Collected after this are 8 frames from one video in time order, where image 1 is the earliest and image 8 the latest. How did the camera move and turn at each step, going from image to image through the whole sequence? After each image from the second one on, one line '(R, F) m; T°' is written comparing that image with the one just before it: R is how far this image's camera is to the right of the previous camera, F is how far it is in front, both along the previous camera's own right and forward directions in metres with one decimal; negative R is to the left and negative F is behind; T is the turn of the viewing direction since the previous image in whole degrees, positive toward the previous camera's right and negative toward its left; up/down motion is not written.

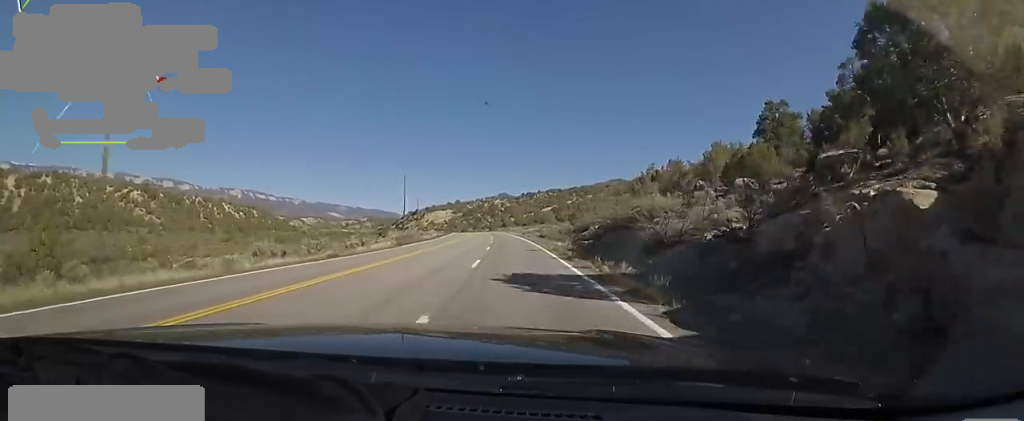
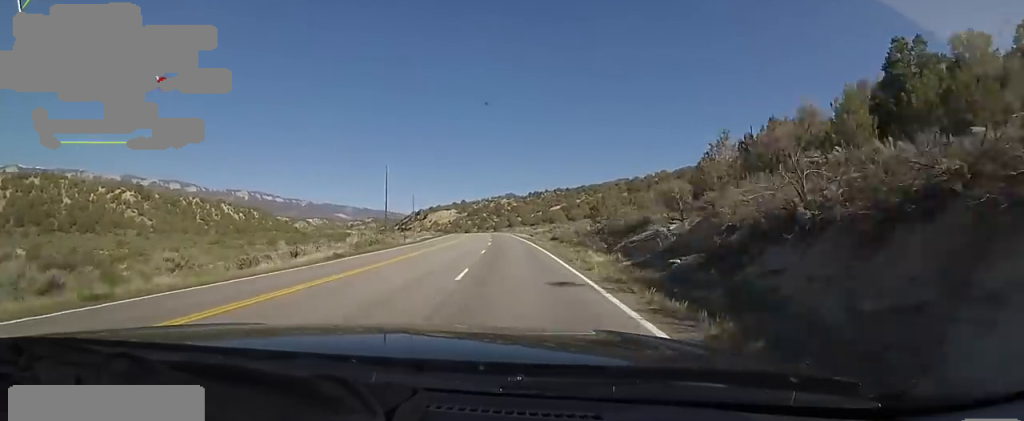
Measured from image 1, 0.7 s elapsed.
(-0.5, +16.1) m; -1°
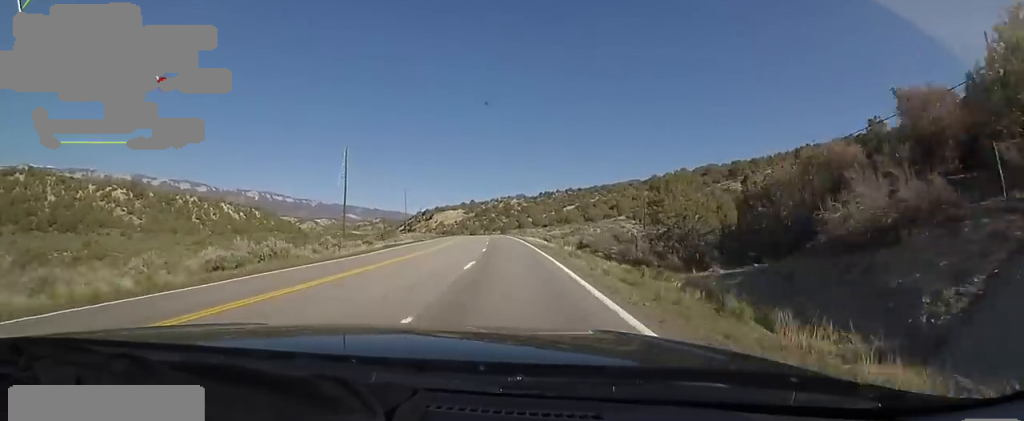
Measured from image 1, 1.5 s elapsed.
(-0.3, +20.9) m; -2°
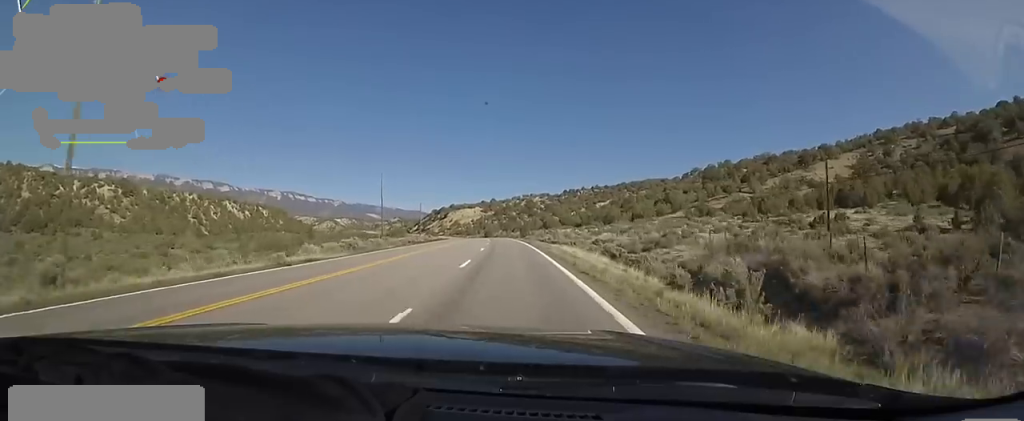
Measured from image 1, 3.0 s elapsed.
(-1.3, +36.2) m; -1°
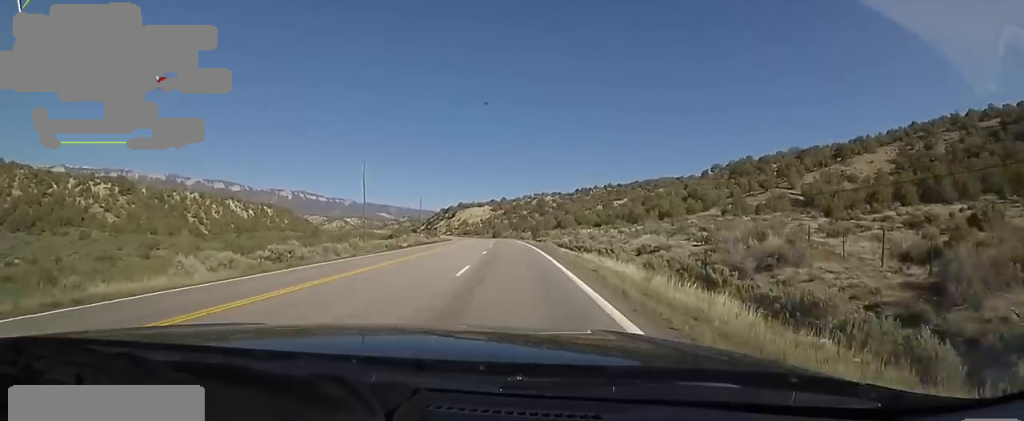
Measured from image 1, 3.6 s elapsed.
(+0.5, +14.6) m; -1°
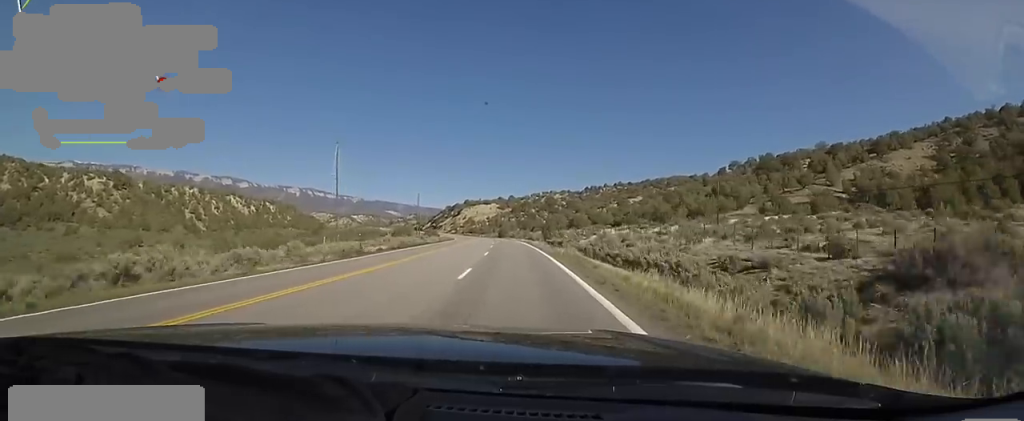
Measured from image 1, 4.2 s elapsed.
(+0.5, +13.0) m; -1°
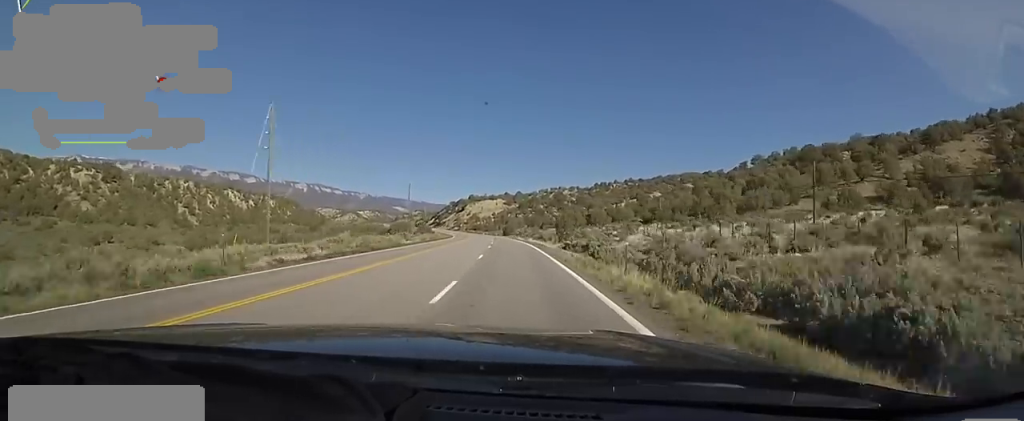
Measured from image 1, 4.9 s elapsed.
(-1.2, +17.1) m; -3°
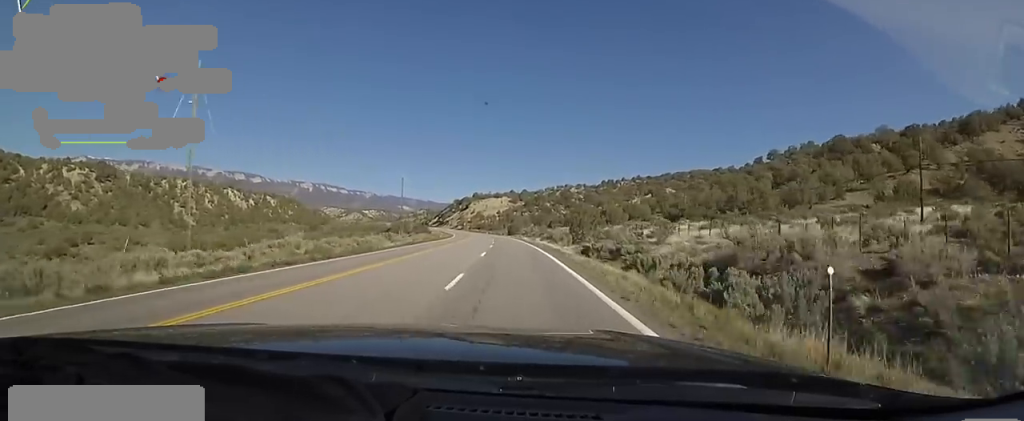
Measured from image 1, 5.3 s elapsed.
(-0.2, +10.6) m; -1°
